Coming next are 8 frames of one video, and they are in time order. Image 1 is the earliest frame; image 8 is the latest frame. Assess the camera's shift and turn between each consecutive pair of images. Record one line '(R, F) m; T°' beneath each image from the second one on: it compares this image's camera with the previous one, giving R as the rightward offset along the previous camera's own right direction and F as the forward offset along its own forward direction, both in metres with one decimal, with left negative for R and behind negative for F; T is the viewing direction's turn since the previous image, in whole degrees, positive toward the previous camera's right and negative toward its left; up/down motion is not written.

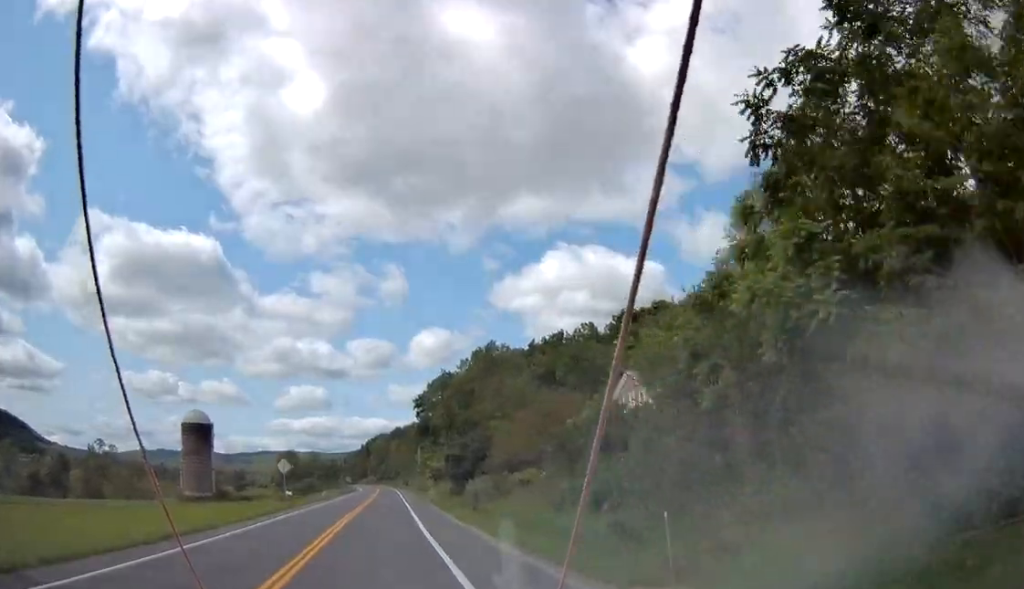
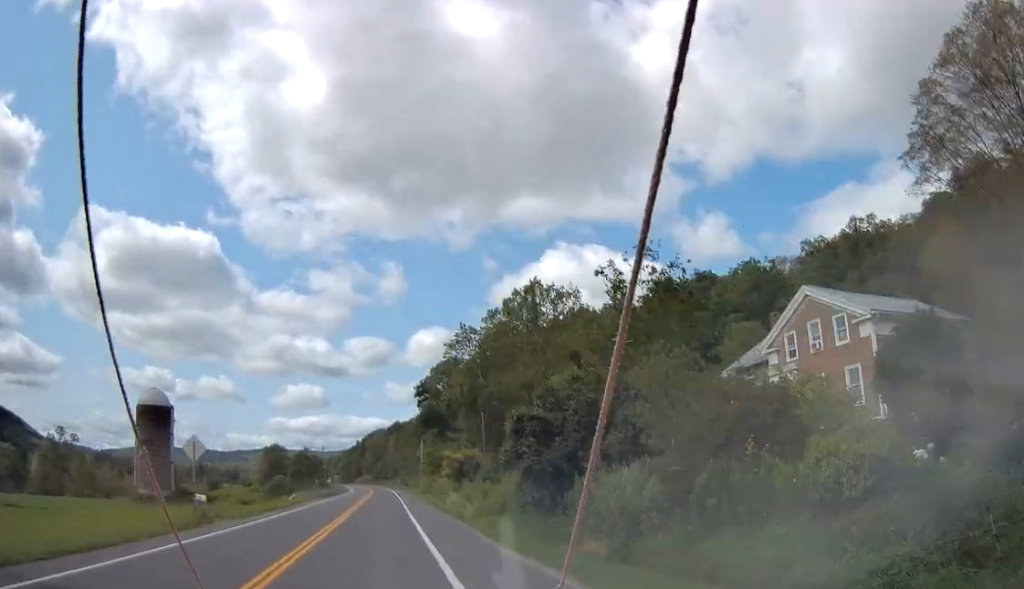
(0.0, +24.6) m; 0°
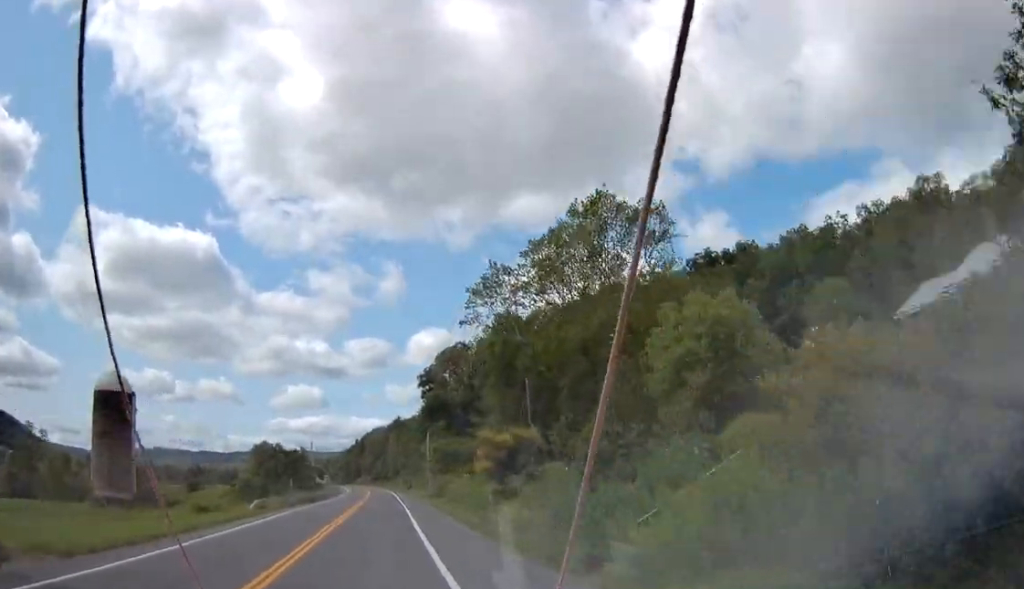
(-0.1, +18.1) m; 0°
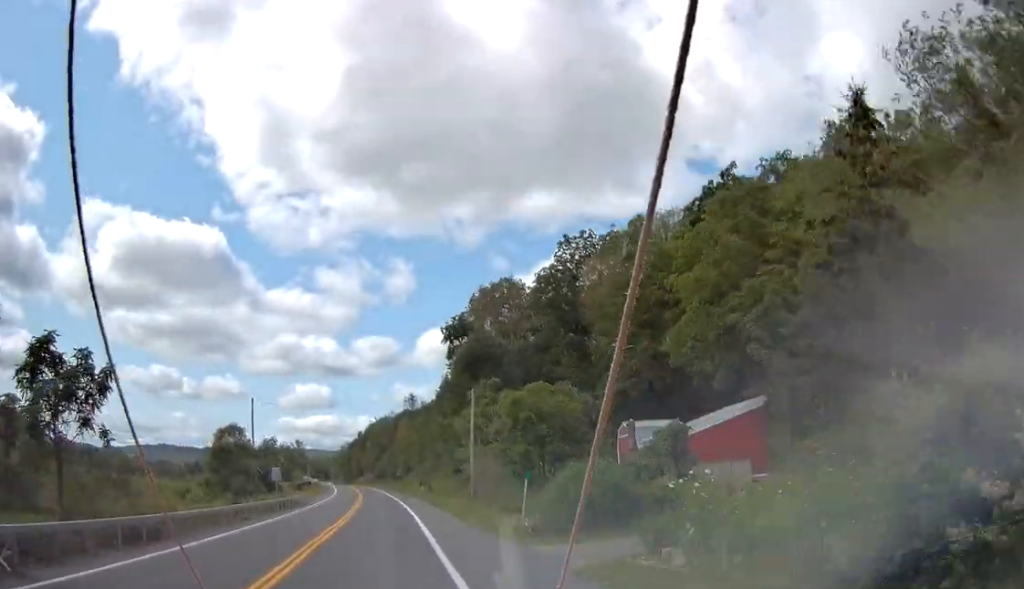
(+0.3, +46.9) m; -1°
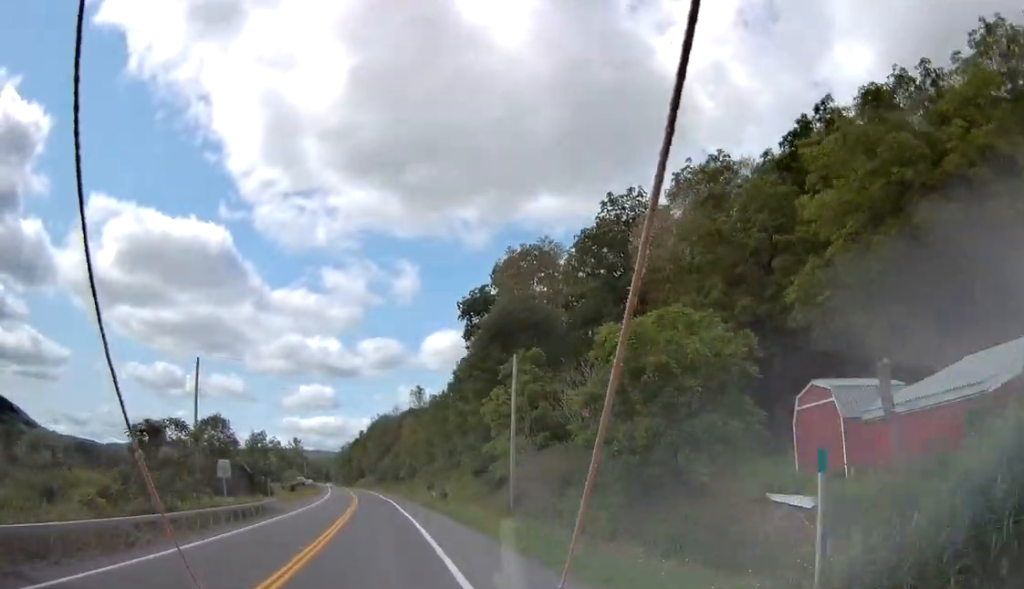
(-0.5, +16.5) m; -1°
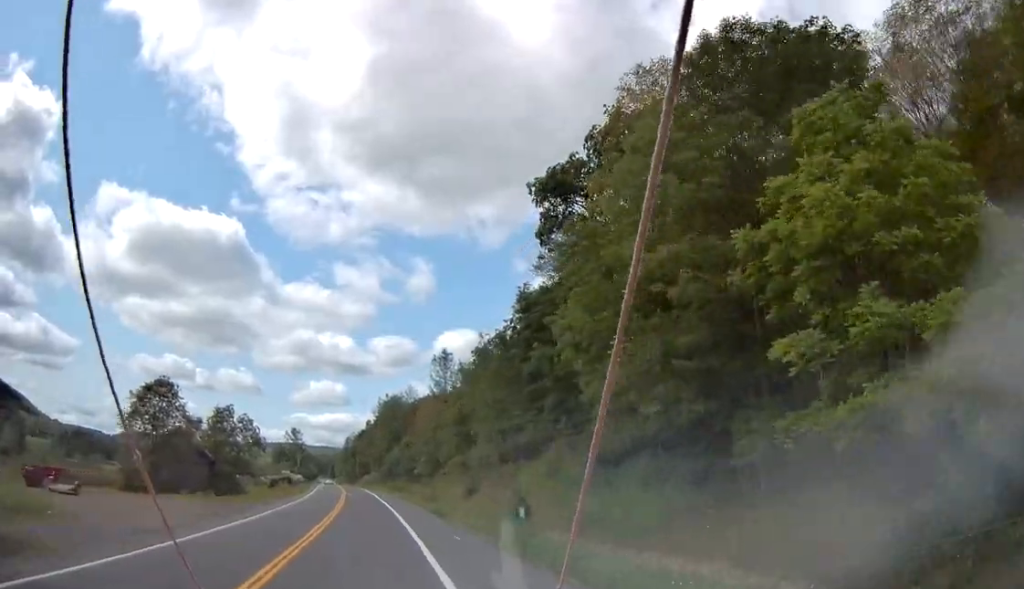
(0.0, +35.5) m; -1°
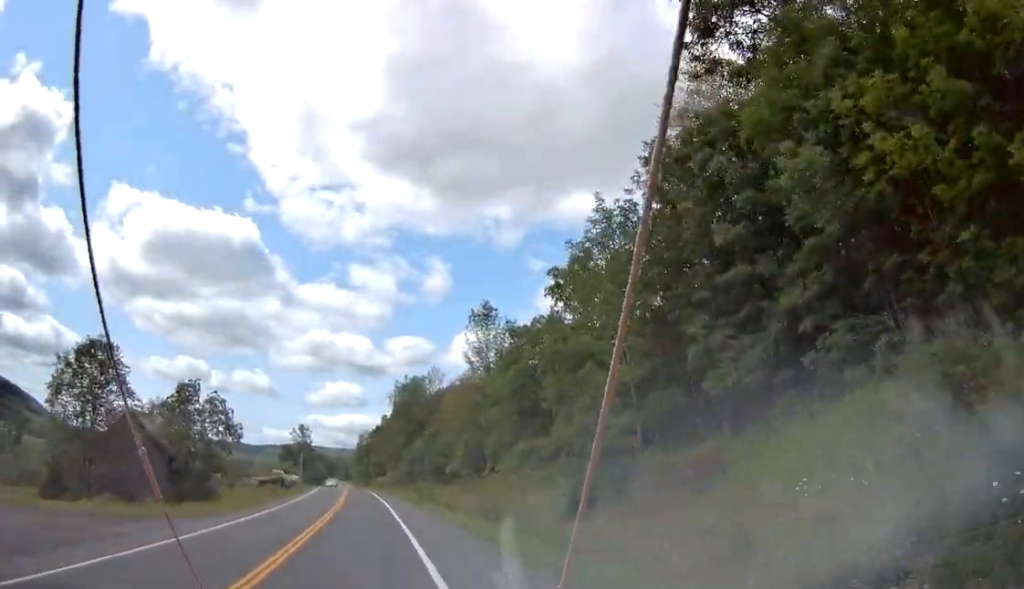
(-0.3, +25.6) m; -1°
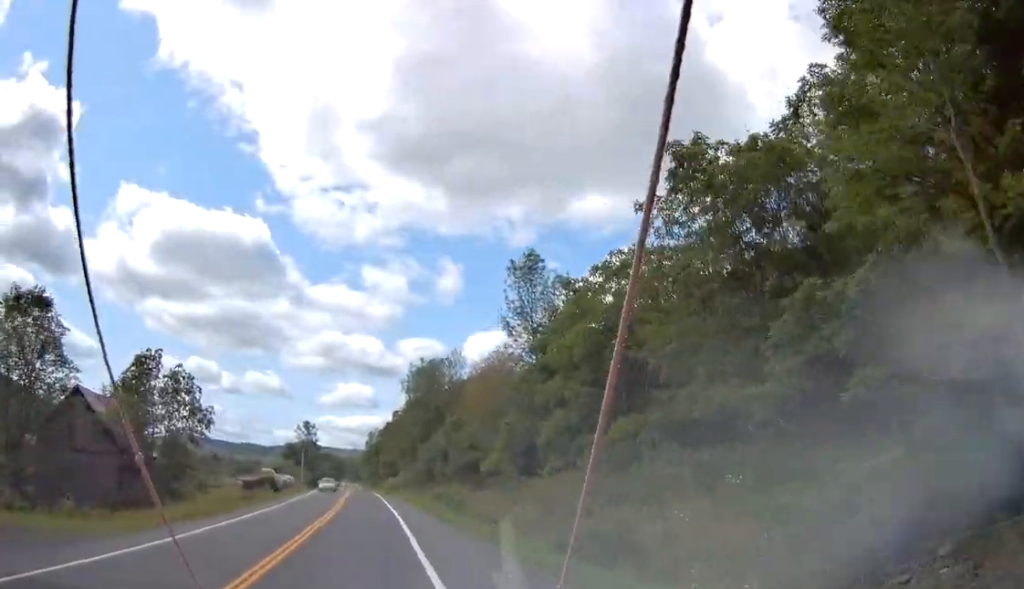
(-0.1, +16.5) m; -1°
